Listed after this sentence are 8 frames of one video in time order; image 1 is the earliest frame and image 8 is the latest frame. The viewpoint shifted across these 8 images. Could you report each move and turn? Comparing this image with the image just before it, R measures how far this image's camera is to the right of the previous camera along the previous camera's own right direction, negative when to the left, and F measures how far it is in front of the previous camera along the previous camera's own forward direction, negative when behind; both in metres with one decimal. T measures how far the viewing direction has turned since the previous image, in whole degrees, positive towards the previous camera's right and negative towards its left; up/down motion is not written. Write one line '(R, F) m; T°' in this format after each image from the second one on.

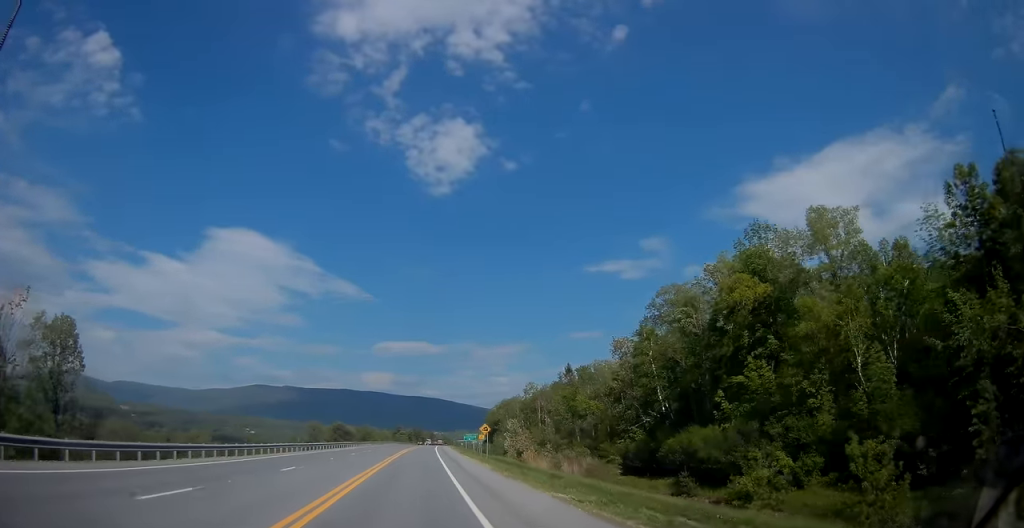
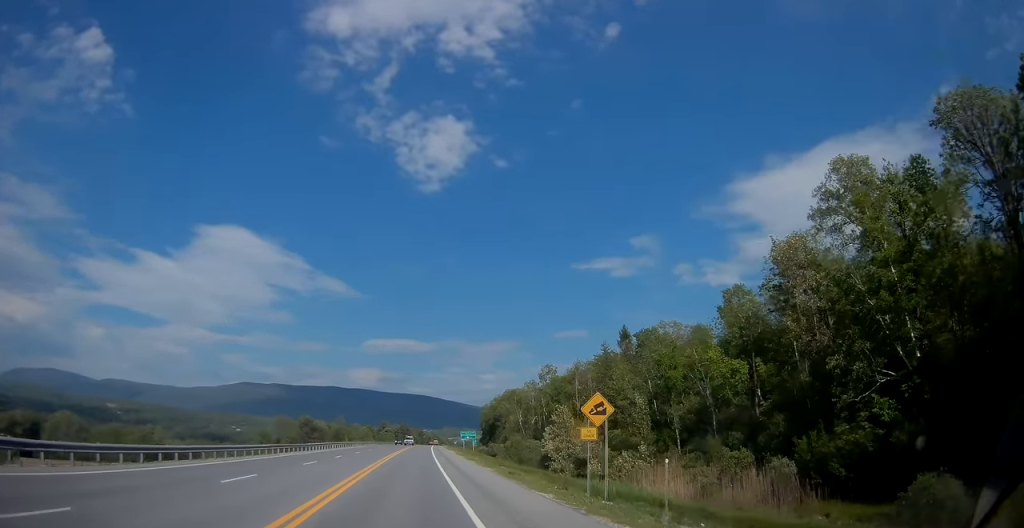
(0.0, +42.9) m; 0°
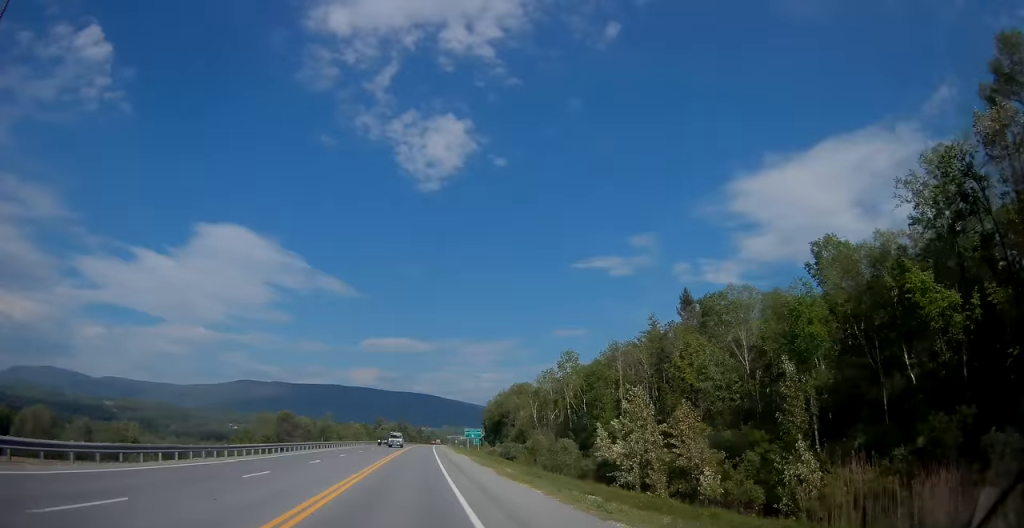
(0.0, +22.7) m; +1°
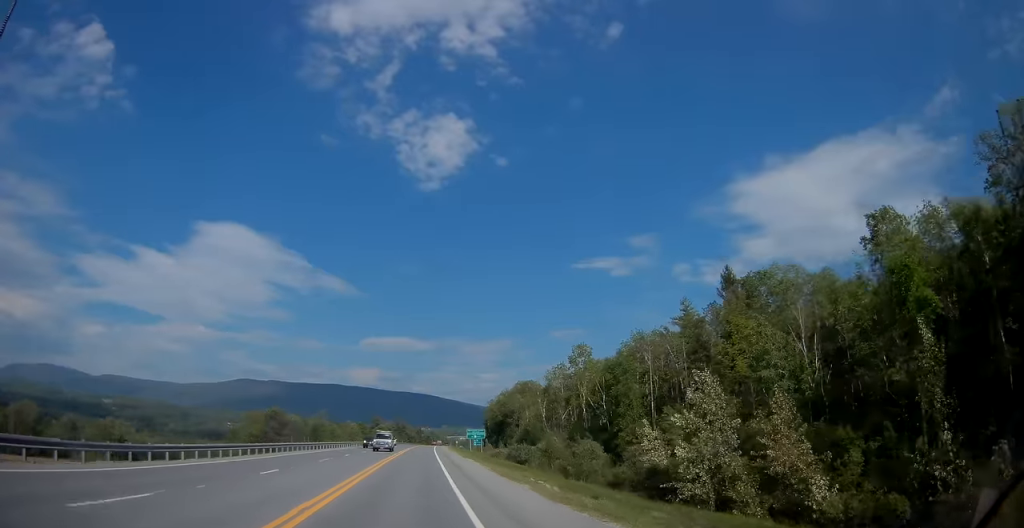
(+0.2, +10.6) m; 0°
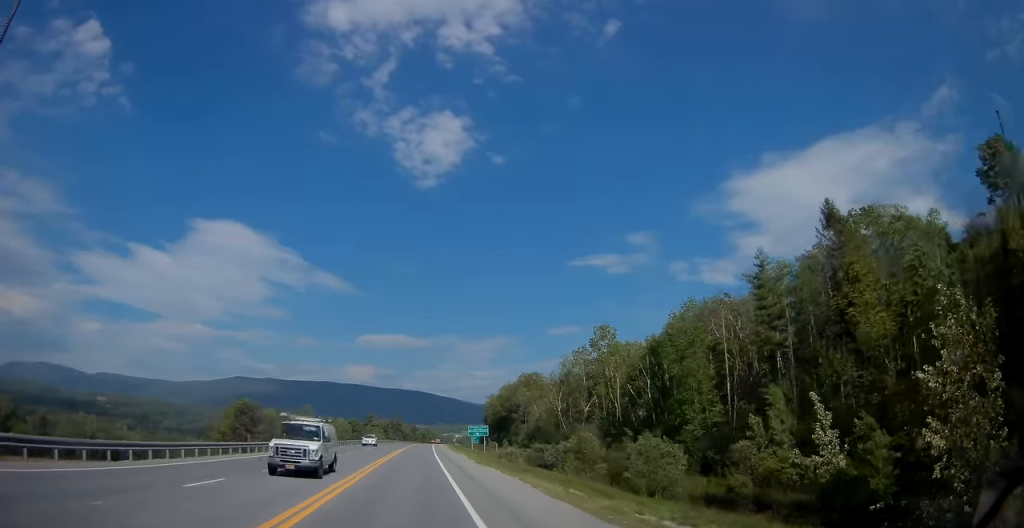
(+0.2, +18.7) m; +1°
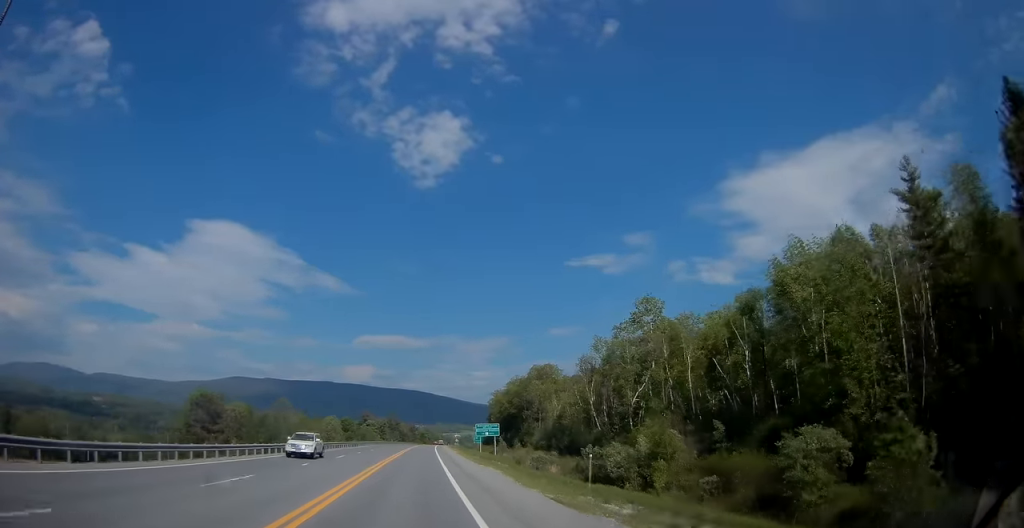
(0.0, +22.0) m; 0°
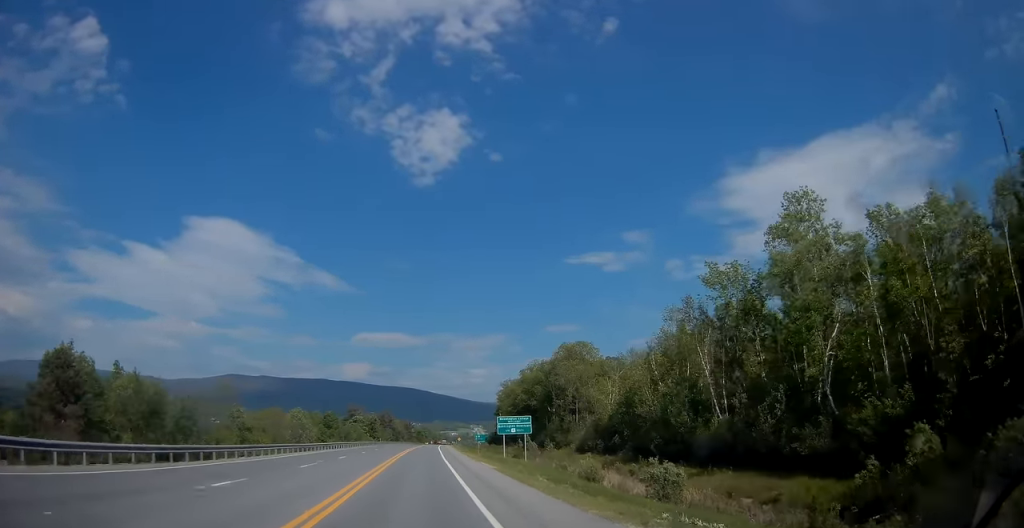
(0.0, +39.1) m; 0°
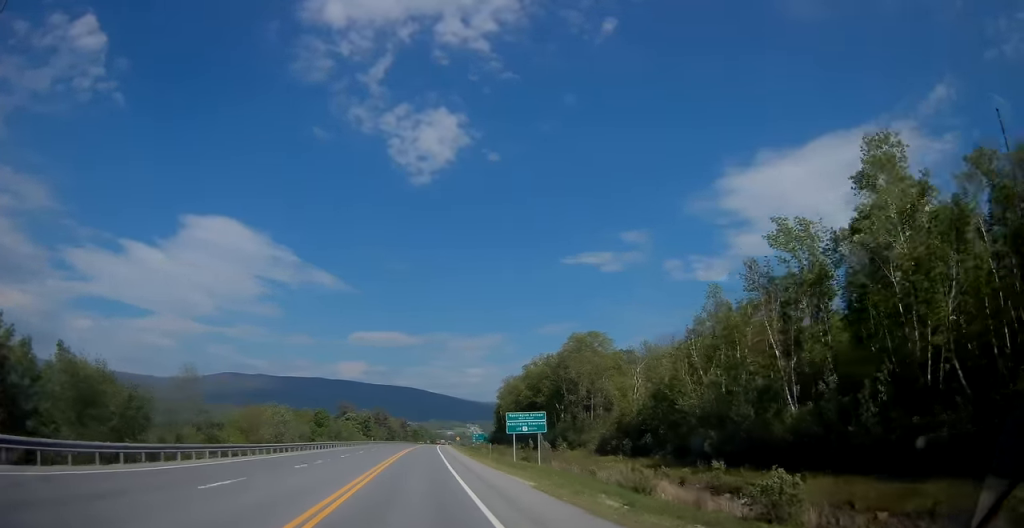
(0.0, +12.3) m; 0°
